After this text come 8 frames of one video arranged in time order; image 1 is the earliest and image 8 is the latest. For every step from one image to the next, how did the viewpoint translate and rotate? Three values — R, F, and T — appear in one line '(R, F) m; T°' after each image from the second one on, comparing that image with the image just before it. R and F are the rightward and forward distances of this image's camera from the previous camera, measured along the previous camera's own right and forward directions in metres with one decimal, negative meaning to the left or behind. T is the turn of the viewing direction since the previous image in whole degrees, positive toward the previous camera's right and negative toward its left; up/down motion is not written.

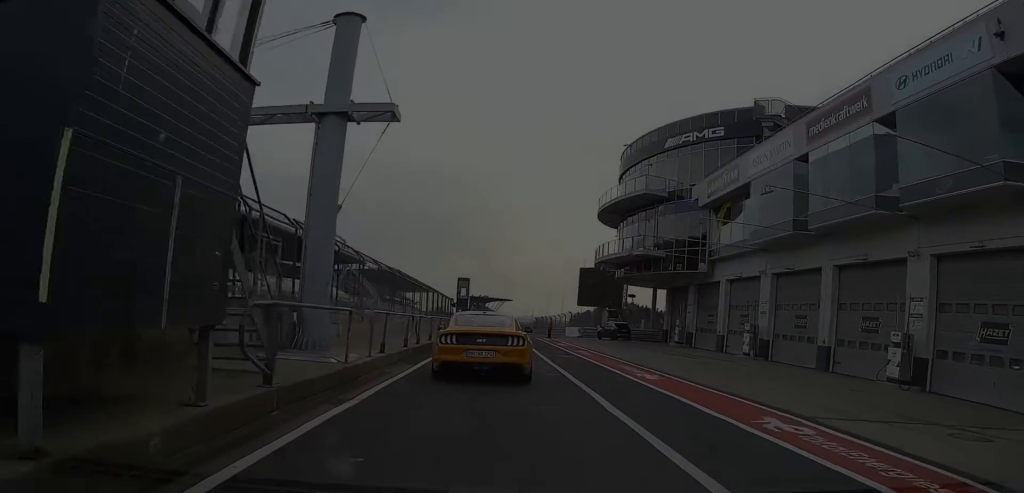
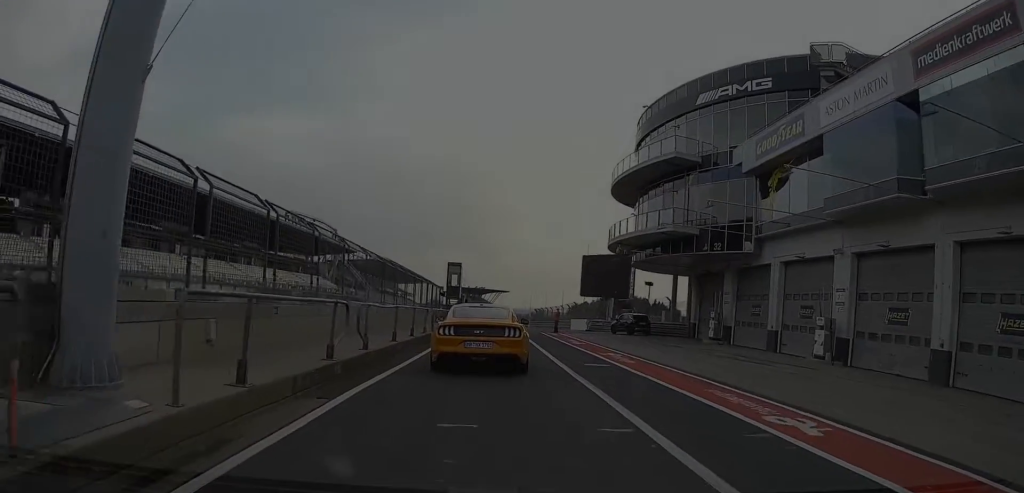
(+0.2, +8.9) m; 0°
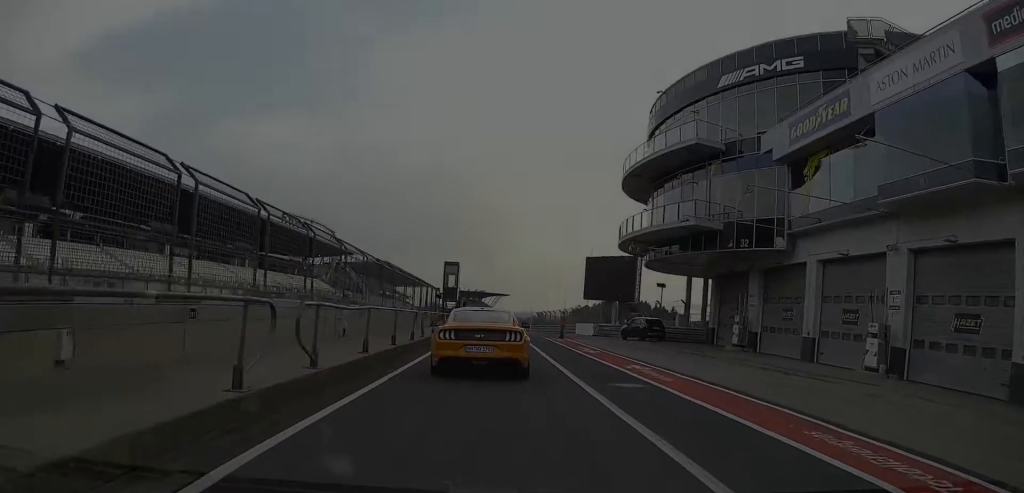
(+0.1, +4.2) m; 0°
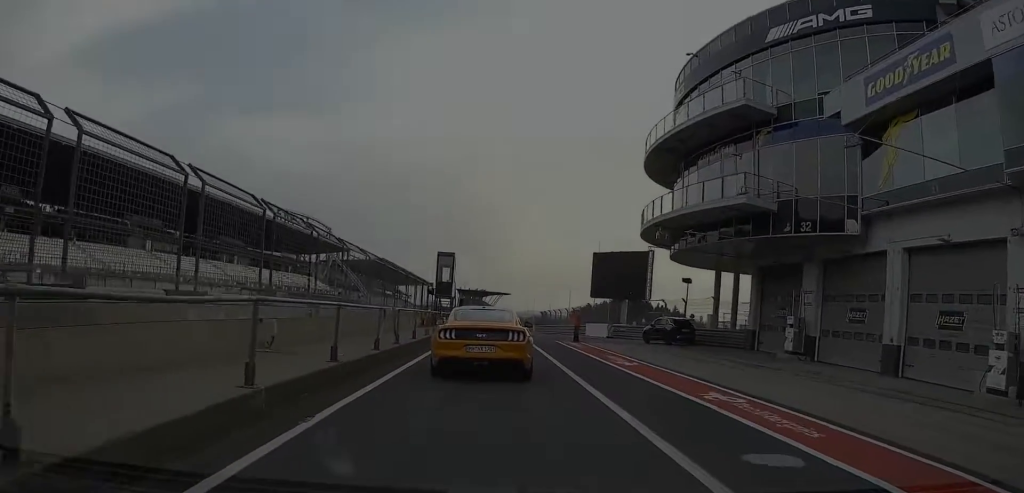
(-0.3, +7.2) m; -1°
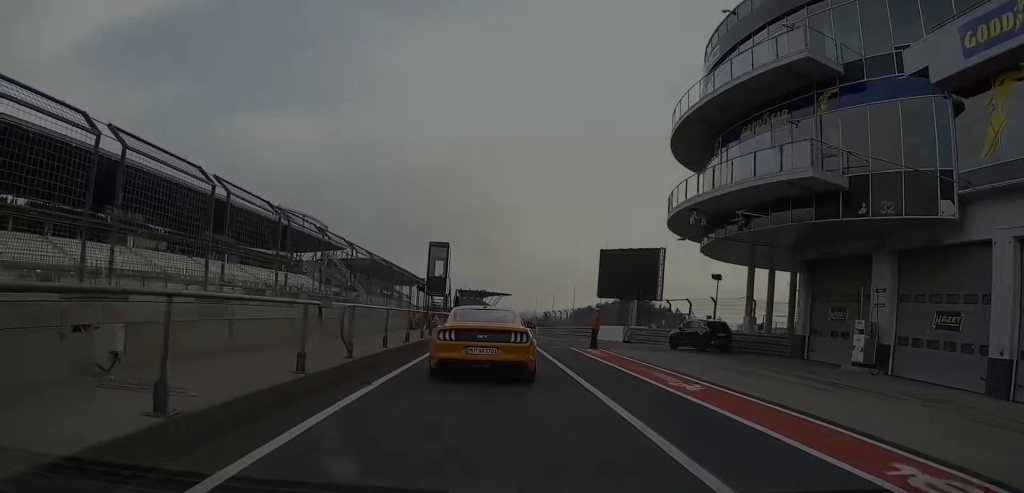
(-0.1, +6.6) m; 0°
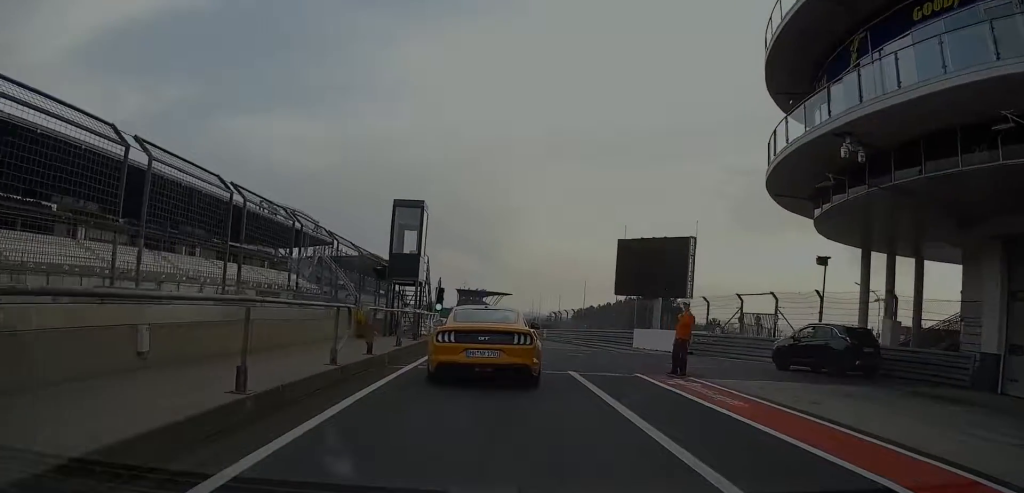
(+0.2, +13.9) m; 0°
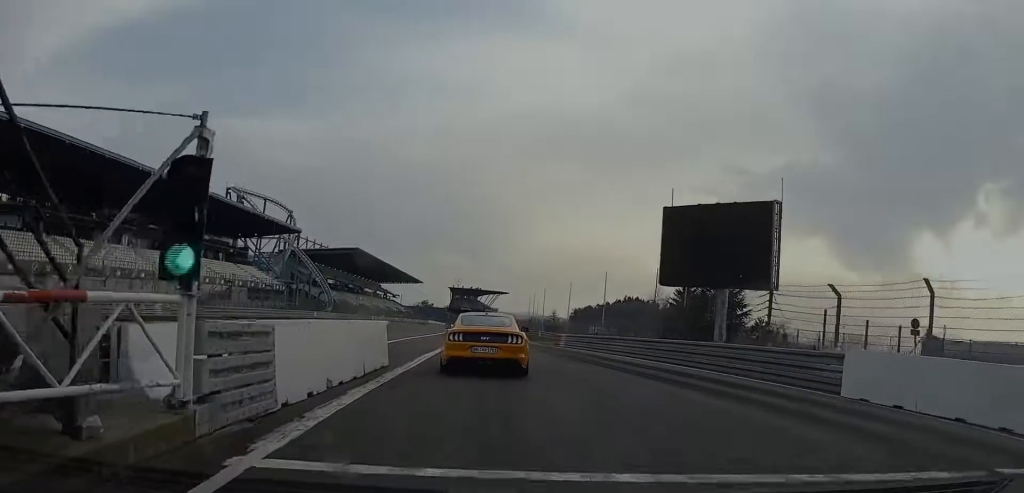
(-0.3, +25.7) m; 0°
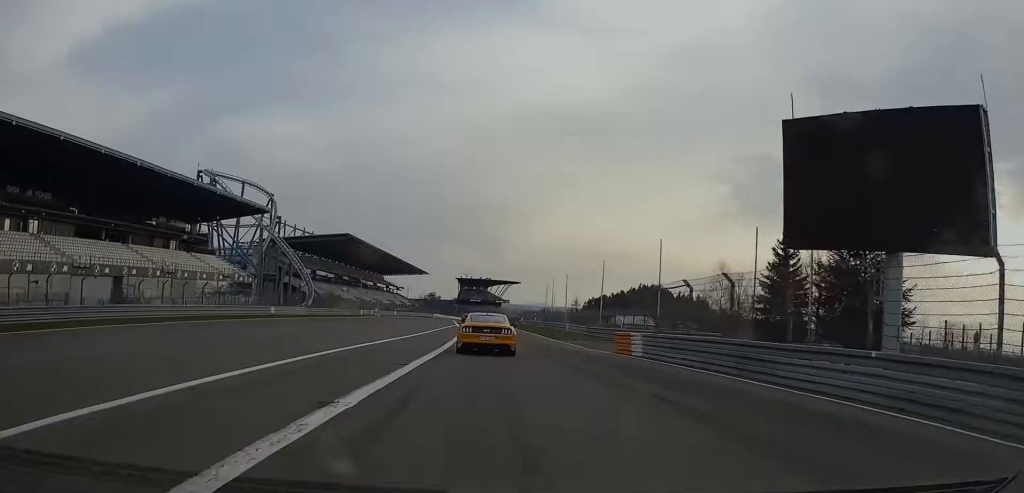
(+0.2, +24.6) m; 0°
